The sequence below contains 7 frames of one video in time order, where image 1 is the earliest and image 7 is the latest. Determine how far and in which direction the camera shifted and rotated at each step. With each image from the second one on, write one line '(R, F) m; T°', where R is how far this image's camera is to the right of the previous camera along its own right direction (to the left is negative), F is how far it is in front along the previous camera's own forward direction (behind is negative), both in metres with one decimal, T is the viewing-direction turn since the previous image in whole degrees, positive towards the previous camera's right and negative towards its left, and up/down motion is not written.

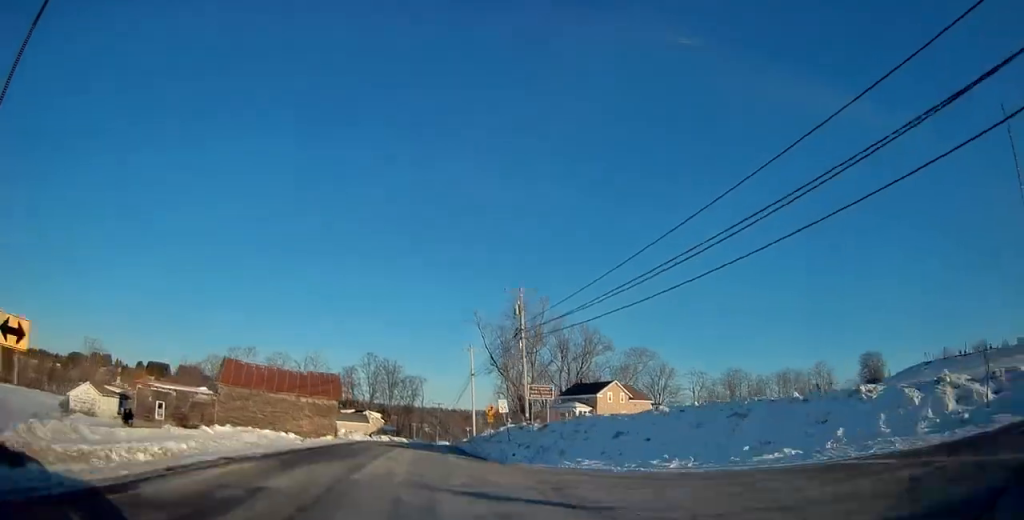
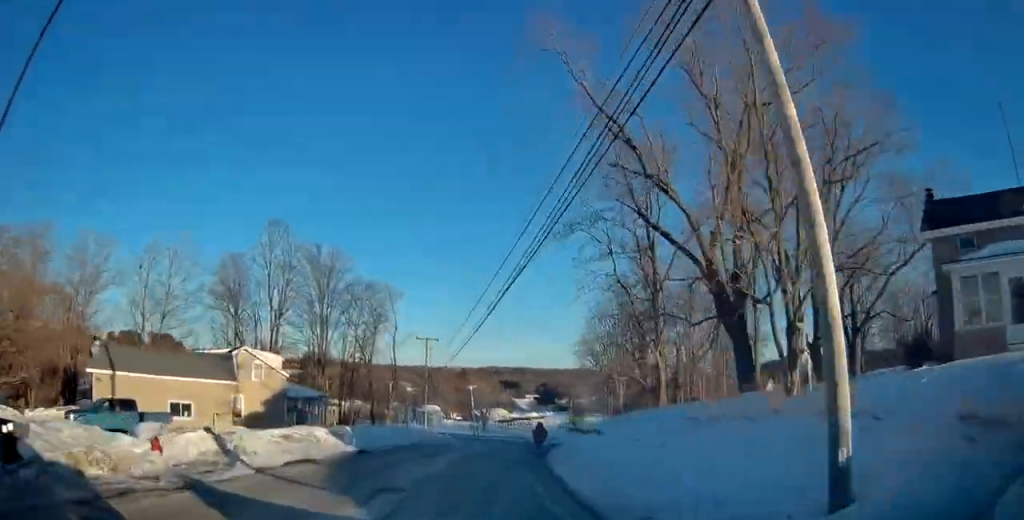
(+0.8, +58.0) m; +4°
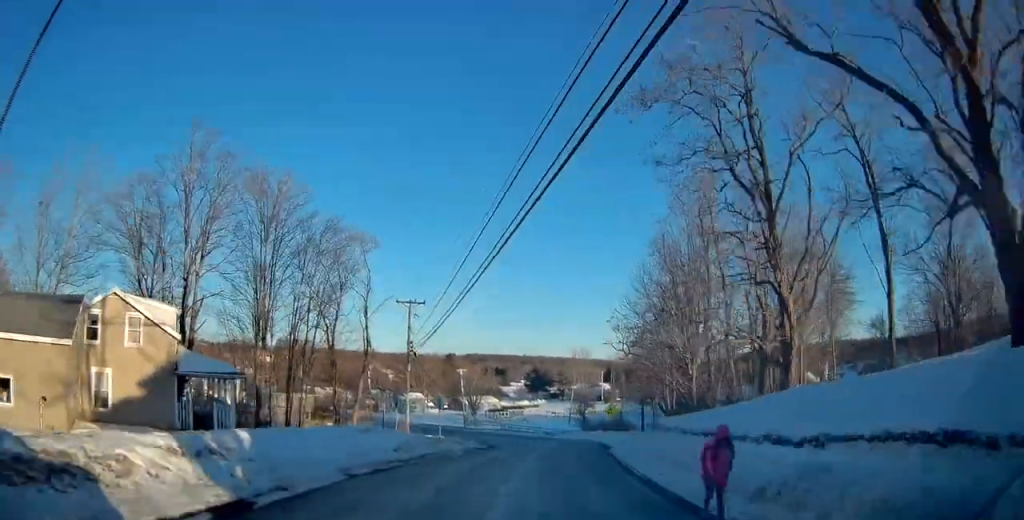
(+0.9, +16.2) m; +6°
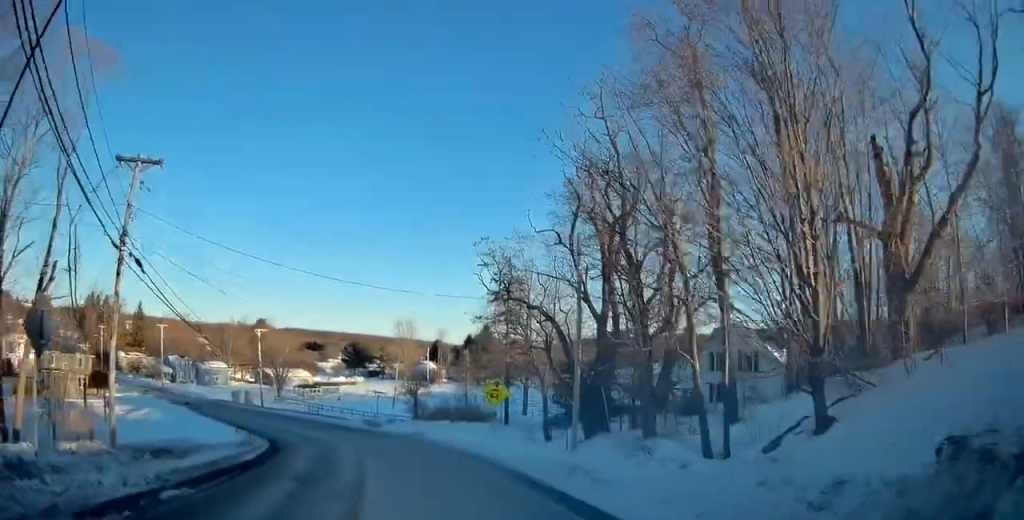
(+2.1, +24.6) m; +3°
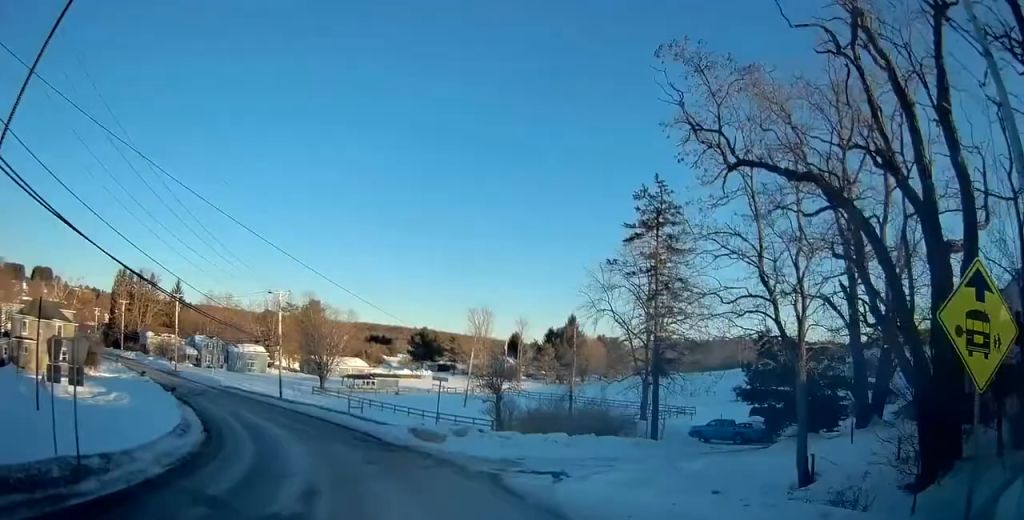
(-0.7, +21.4) m; -9°
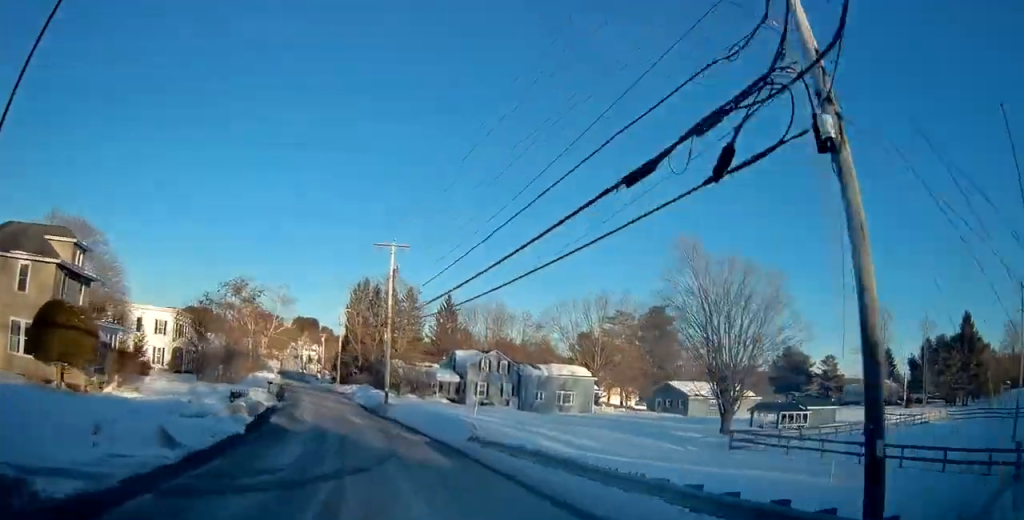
(-10.8, +44.9) m; -25°
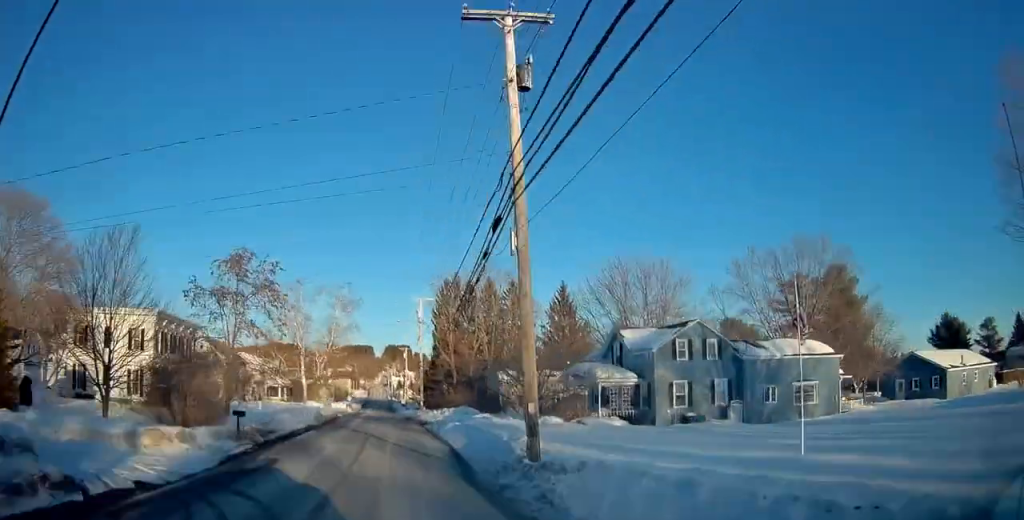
(-2.3, +26.1) m; -8°
